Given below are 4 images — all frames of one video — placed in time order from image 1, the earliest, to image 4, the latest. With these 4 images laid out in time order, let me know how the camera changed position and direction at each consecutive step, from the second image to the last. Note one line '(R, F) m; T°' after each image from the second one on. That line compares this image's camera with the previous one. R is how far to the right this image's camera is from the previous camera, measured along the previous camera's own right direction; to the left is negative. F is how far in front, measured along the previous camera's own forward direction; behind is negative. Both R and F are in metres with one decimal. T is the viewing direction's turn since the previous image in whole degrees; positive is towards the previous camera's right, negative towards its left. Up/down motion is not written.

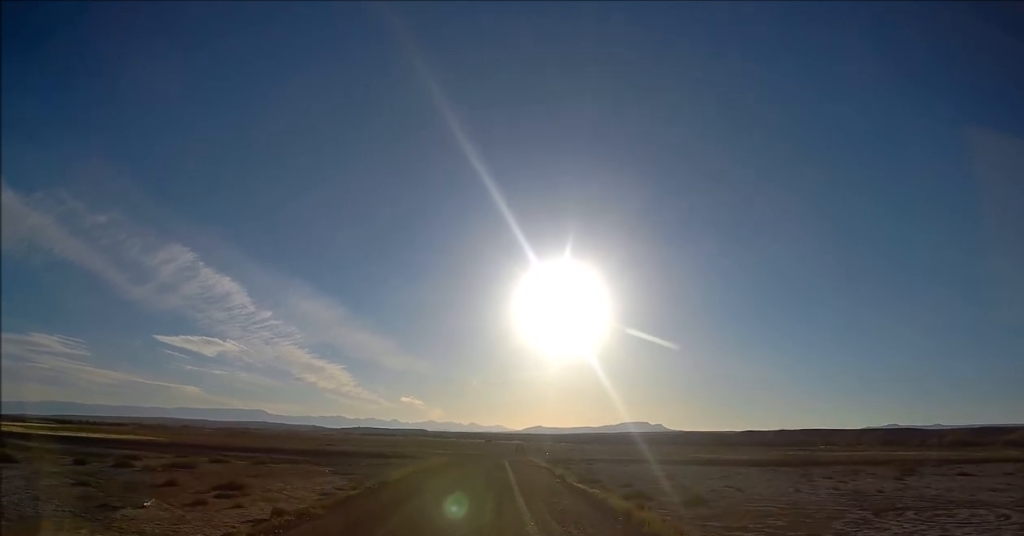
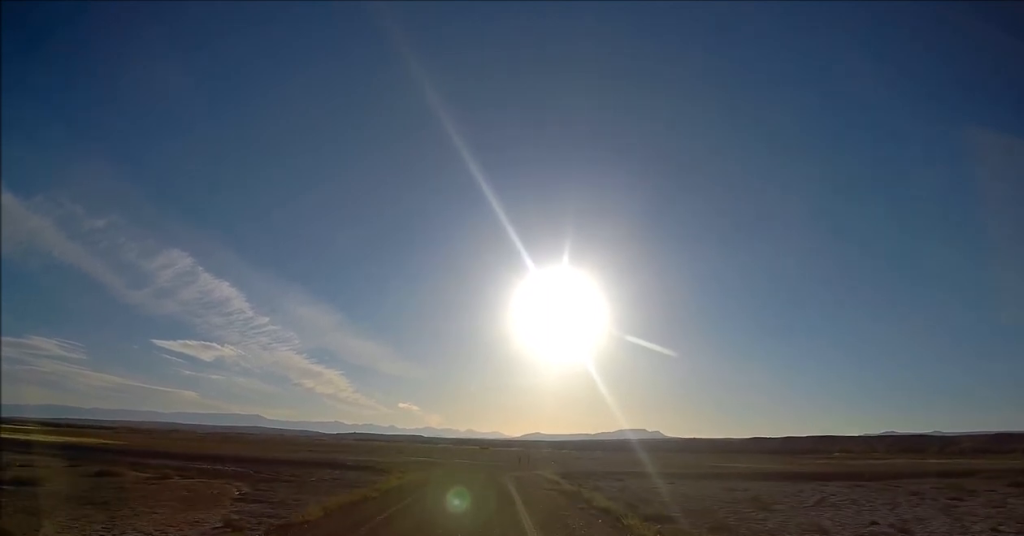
(-0.2, +18.3) m; -1°
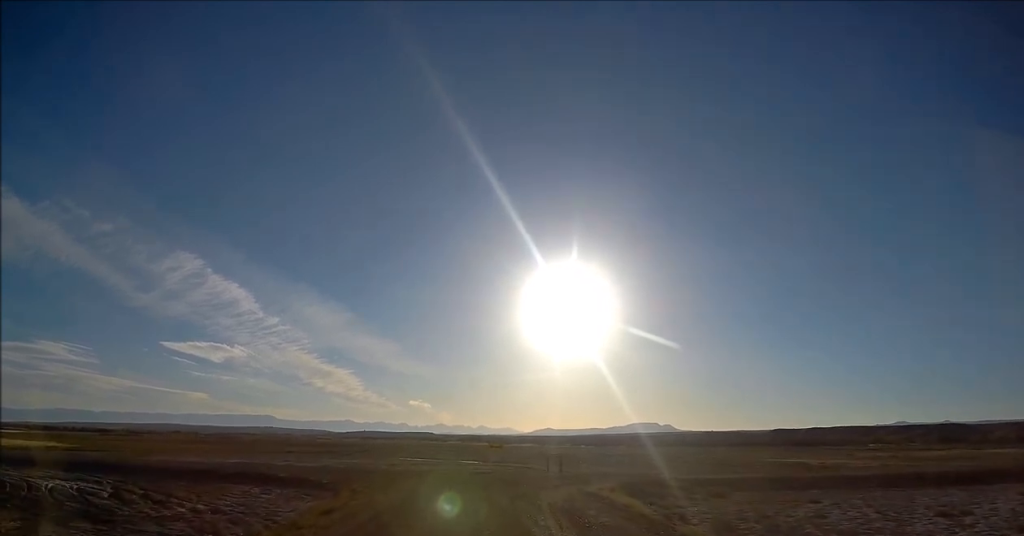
(0.0, +22.7) m; -2°
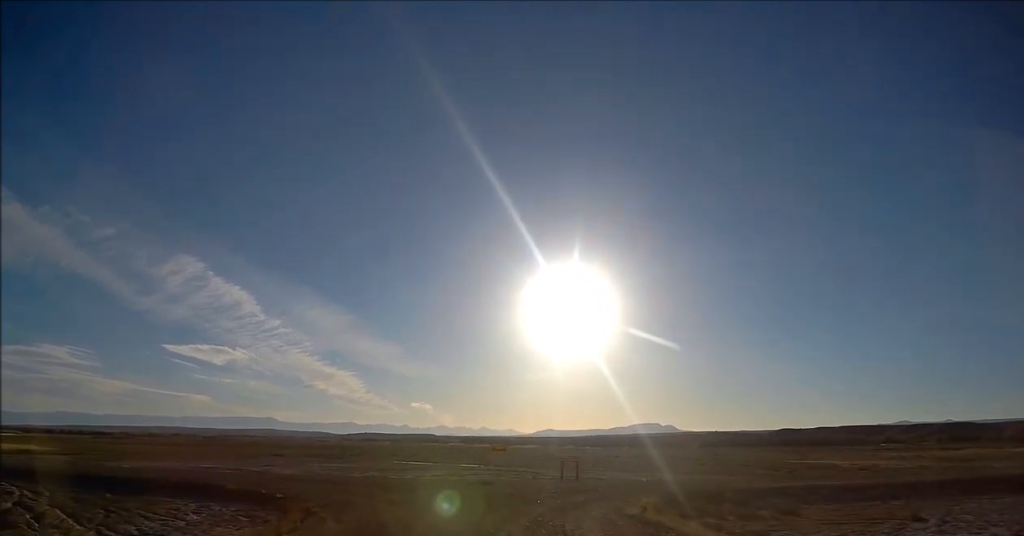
(-0.1, +8.3) m; +1°
